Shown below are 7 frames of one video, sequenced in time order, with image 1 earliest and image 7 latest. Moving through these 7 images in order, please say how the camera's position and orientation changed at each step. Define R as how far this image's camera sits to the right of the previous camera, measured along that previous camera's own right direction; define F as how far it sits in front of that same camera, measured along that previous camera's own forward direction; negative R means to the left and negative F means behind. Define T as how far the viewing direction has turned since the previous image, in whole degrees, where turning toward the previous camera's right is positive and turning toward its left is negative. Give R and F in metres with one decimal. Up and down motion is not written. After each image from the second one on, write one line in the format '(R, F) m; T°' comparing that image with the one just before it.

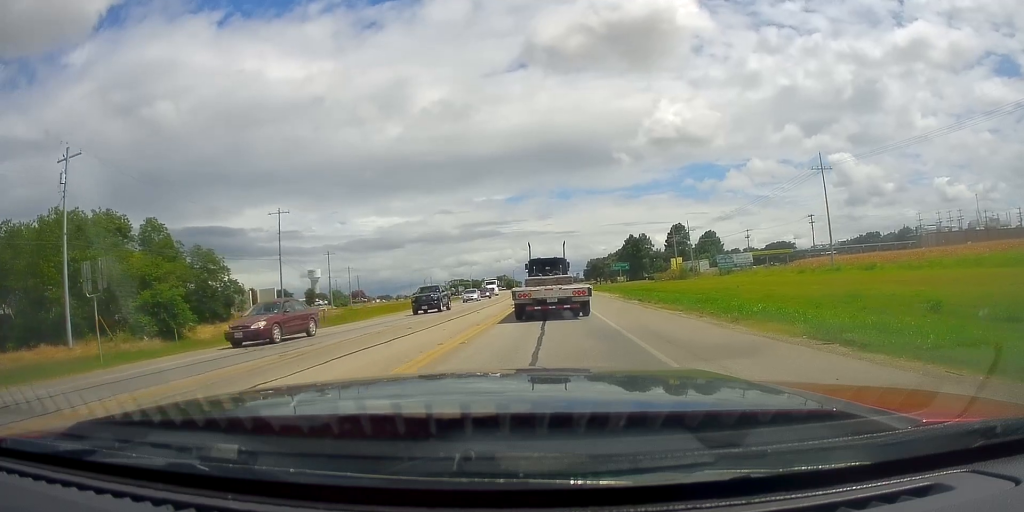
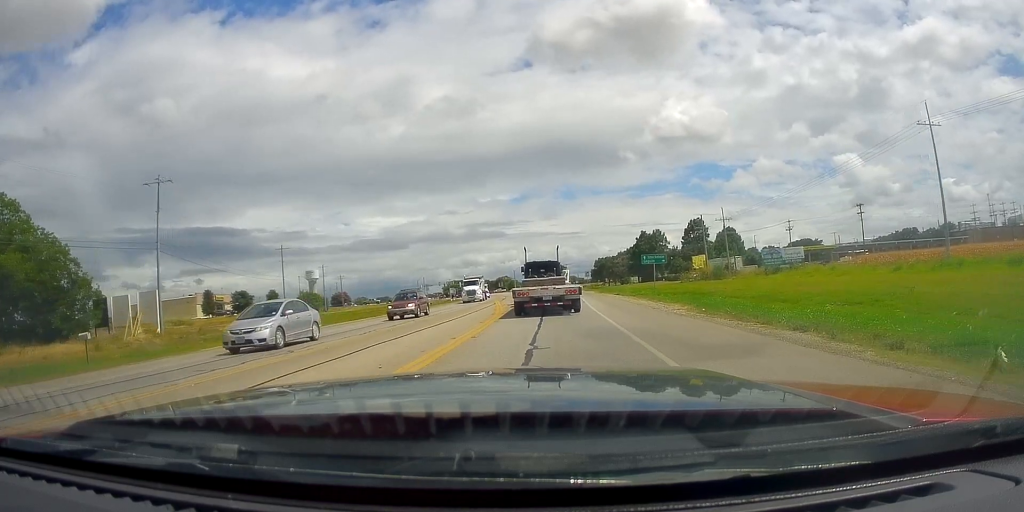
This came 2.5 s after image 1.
(-0.9, +24.5) m; -3°
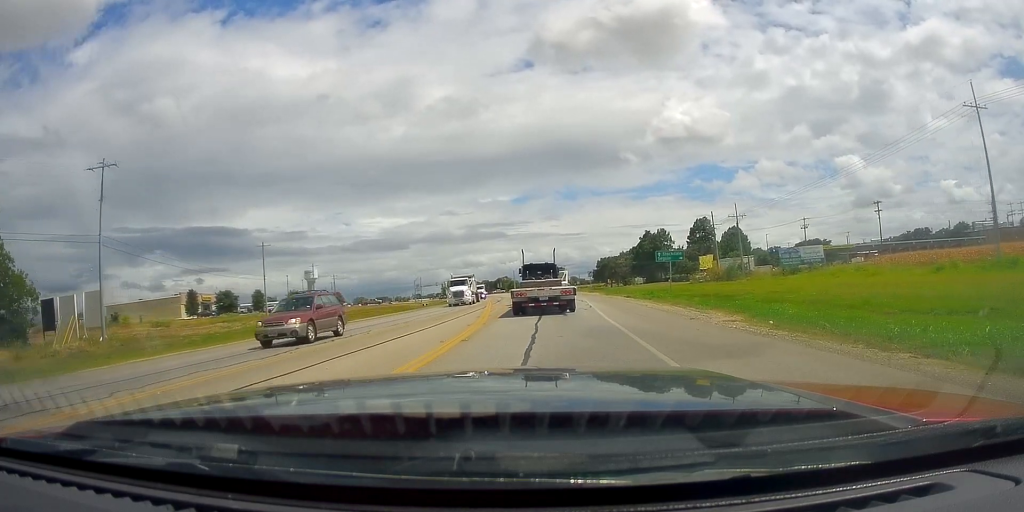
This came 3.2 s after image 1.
(0.0, +6.8) m; 0°
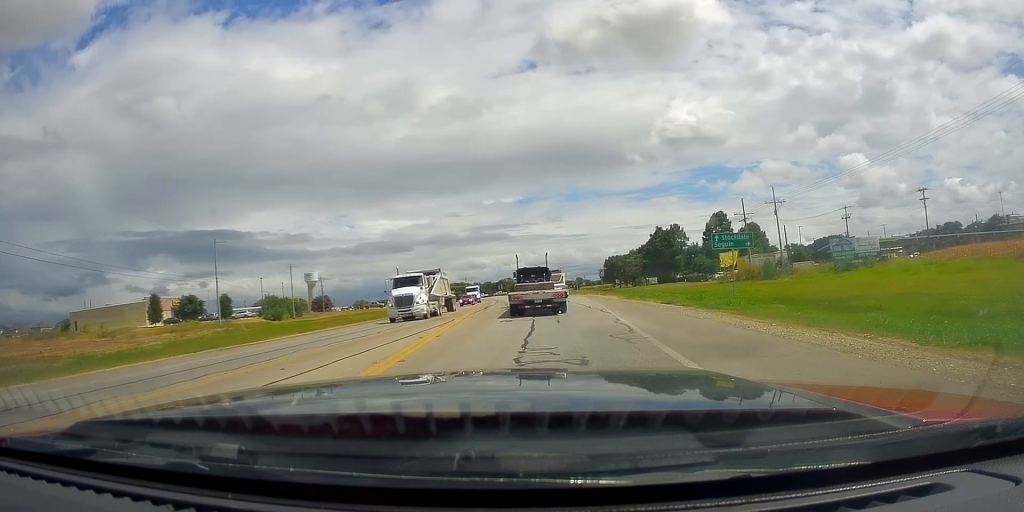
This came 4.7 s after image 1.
(0.0, +14.4) m; 0°
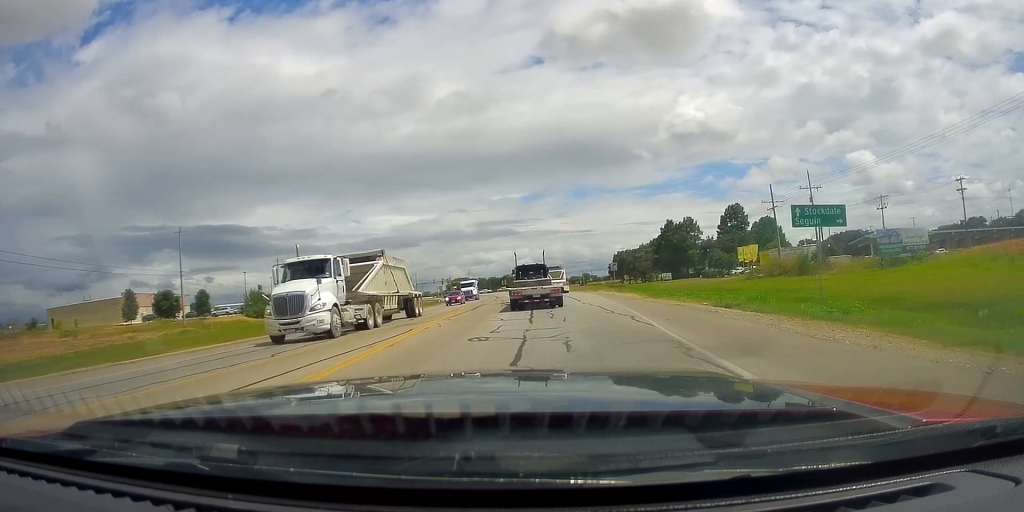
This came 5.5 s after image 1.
(0.0, +9.0) m; 0°
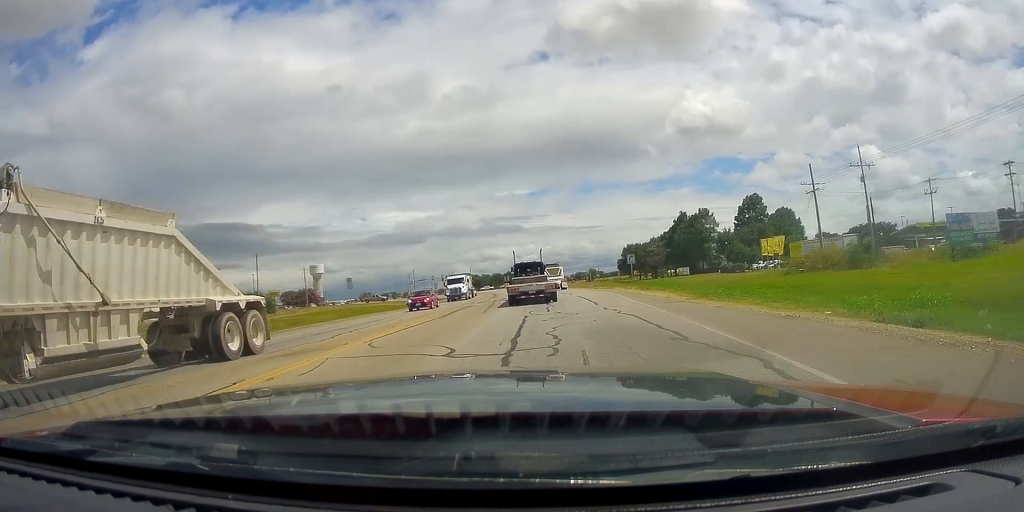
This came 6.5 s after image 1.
(0.0, +10.9) m; 0°
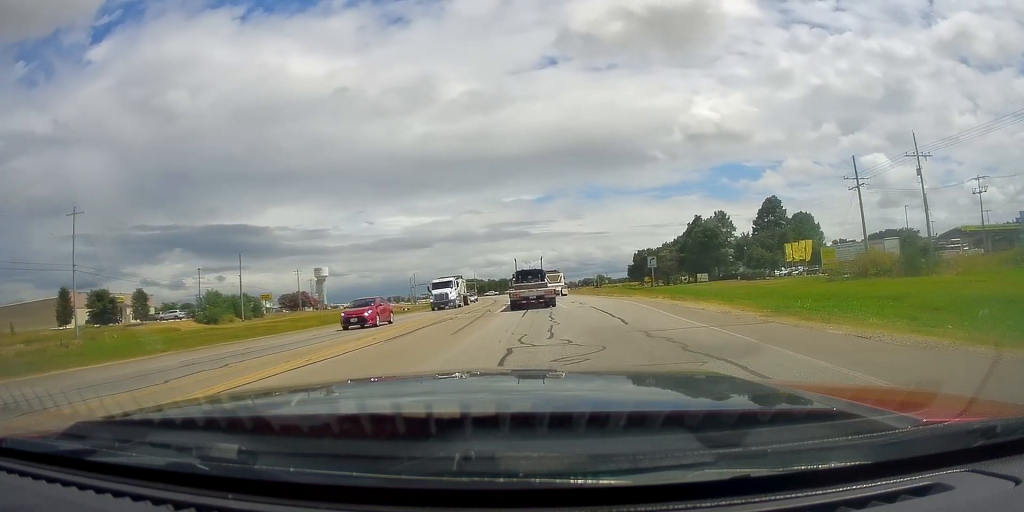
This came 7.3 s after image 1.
(0.0, +8.5) m; 0°
